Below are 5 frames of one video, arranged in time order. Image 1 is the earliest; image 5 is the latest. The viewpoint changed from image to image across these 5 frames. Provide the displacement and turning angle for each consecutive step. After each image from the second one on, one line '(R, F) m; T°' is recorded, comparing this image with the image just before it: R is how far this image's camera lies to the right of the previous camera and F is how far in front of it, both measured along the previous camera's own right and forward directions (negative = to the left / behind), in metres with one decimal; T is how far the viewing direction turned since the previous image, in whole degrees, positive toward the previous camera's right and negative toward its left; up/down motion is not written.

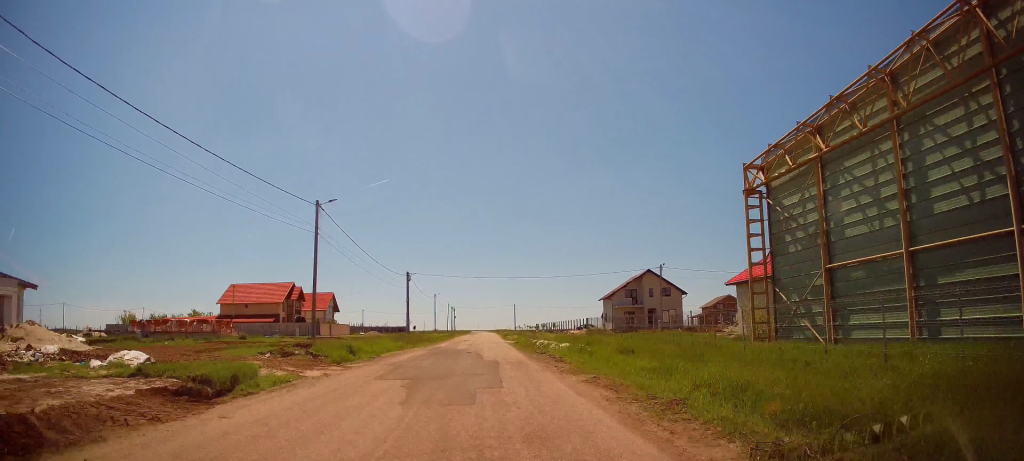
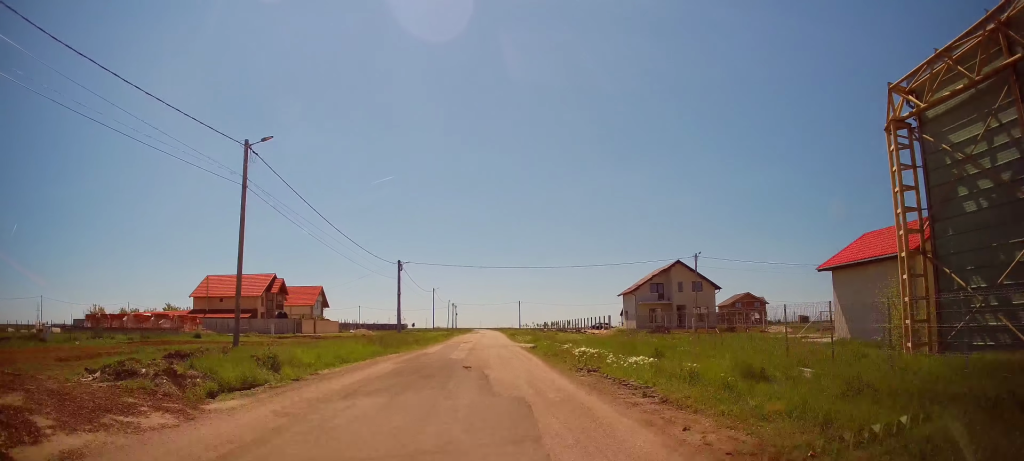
(+0.1, +10.1) m; +1°
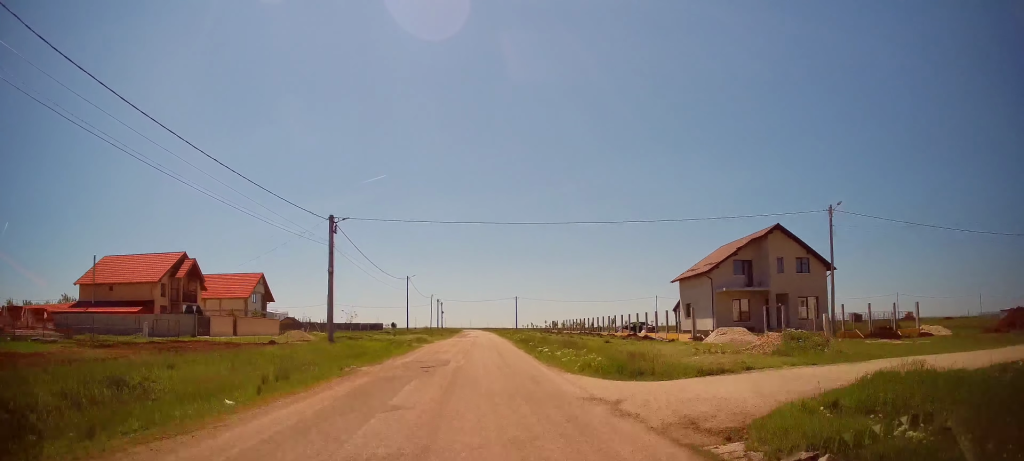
(0.0, +24.6) m; 0°
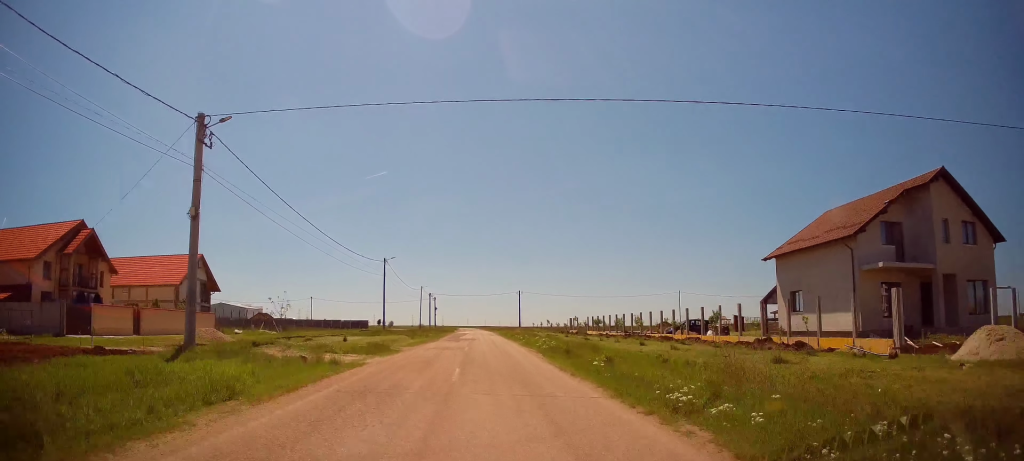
(0.0, +17.4) m; 0°
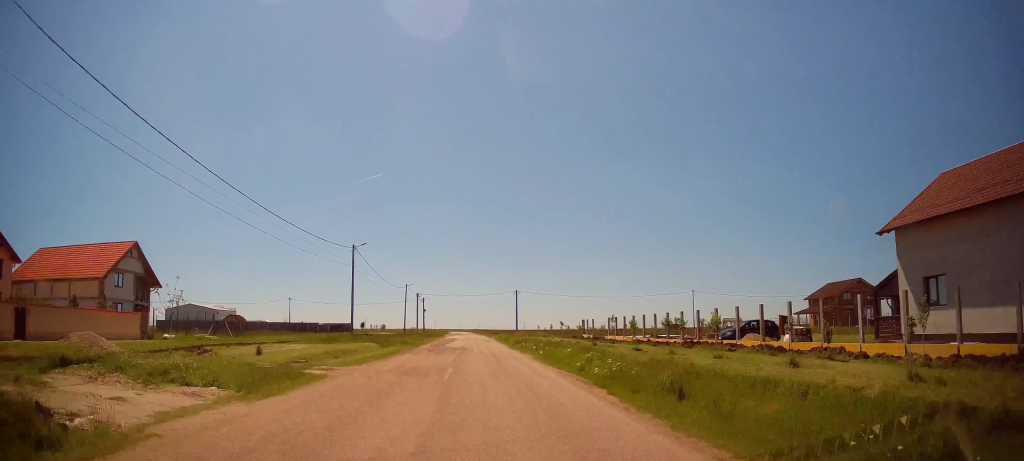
(-0.1, +11.7) m; 0°
